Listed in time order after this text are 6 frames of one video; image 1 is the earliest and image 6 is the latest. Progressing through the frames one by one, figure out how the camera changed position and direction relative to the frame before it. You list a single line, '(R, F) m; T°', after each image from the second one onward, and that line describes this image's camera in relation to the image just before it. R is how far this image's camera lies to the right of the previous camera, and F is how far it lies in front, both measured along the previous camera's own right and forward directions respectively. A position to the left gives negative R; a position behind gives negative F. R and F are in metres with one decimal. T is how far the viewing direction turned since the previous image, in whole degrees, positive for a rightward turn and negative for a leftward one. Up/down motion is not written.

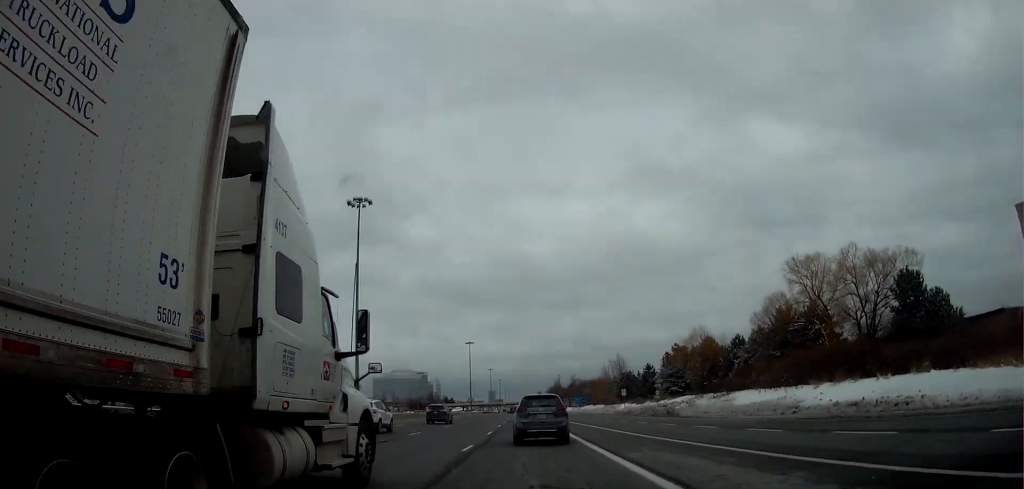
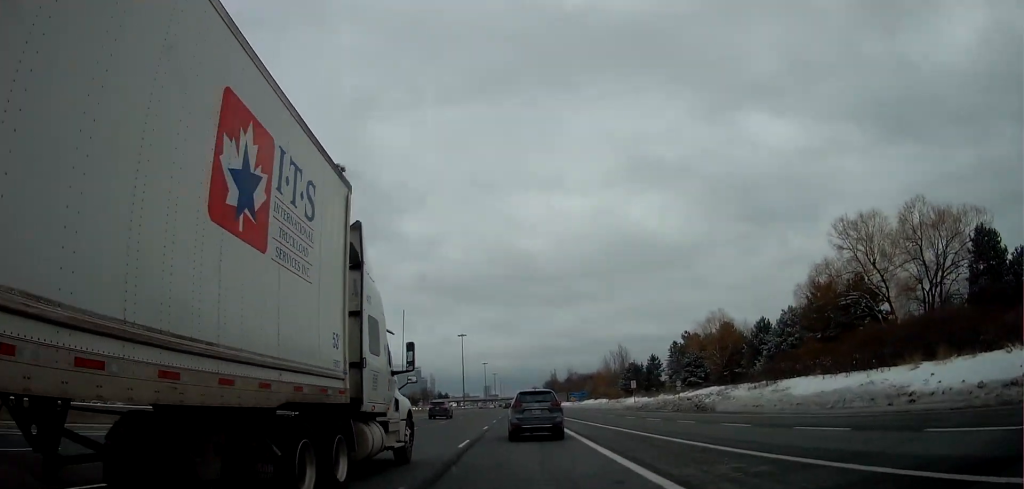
(-0.1, +11.7) m; 0°
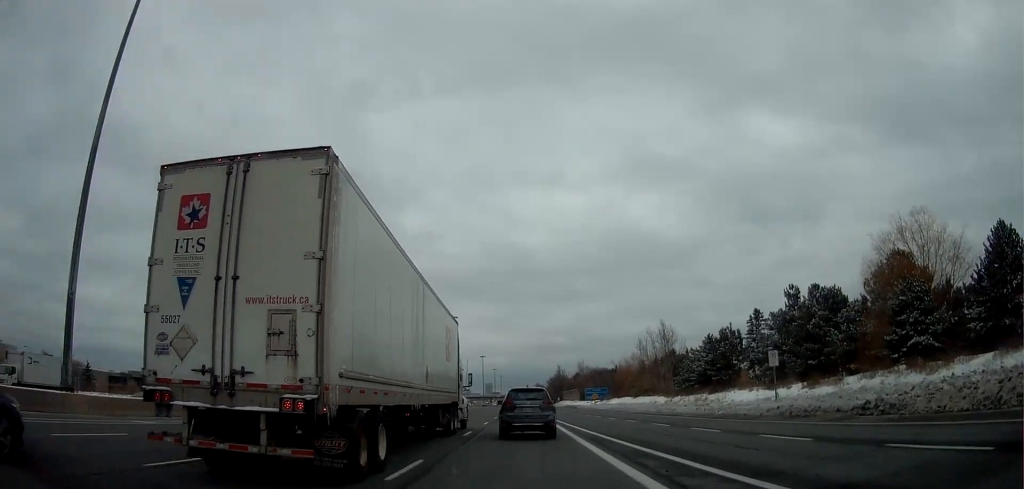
(+0.5, +45.9) m; 0°
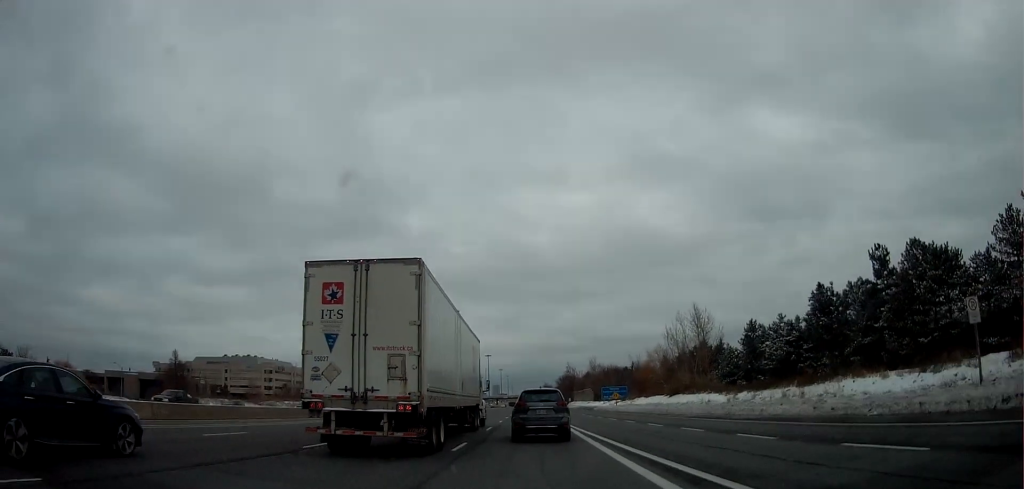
(-0.1, +18.0) m; -1°
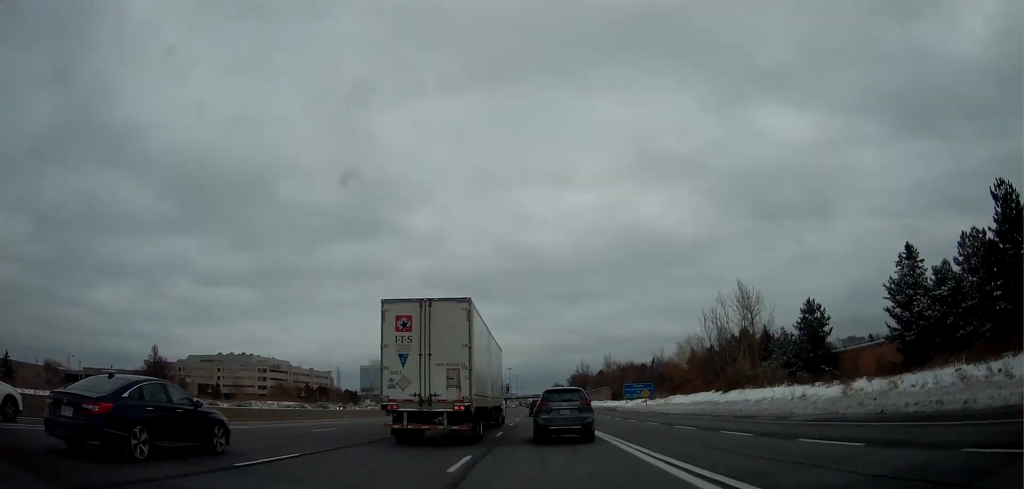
(-0.2, +17.2) m; 0°
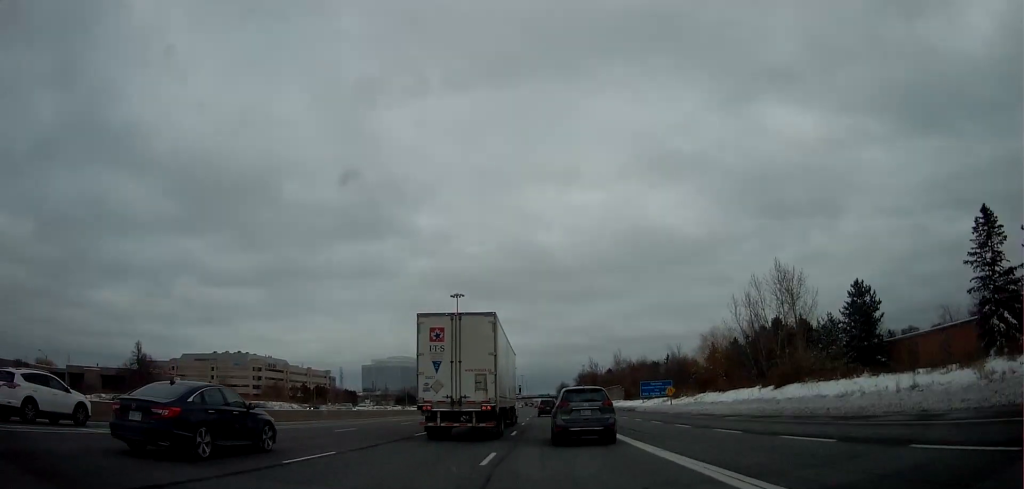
(0.0, +11.2) m; 0°
